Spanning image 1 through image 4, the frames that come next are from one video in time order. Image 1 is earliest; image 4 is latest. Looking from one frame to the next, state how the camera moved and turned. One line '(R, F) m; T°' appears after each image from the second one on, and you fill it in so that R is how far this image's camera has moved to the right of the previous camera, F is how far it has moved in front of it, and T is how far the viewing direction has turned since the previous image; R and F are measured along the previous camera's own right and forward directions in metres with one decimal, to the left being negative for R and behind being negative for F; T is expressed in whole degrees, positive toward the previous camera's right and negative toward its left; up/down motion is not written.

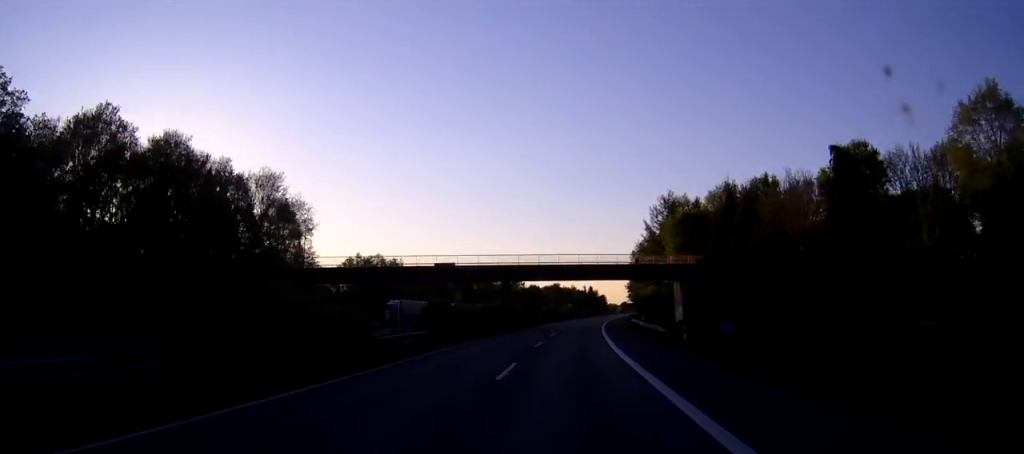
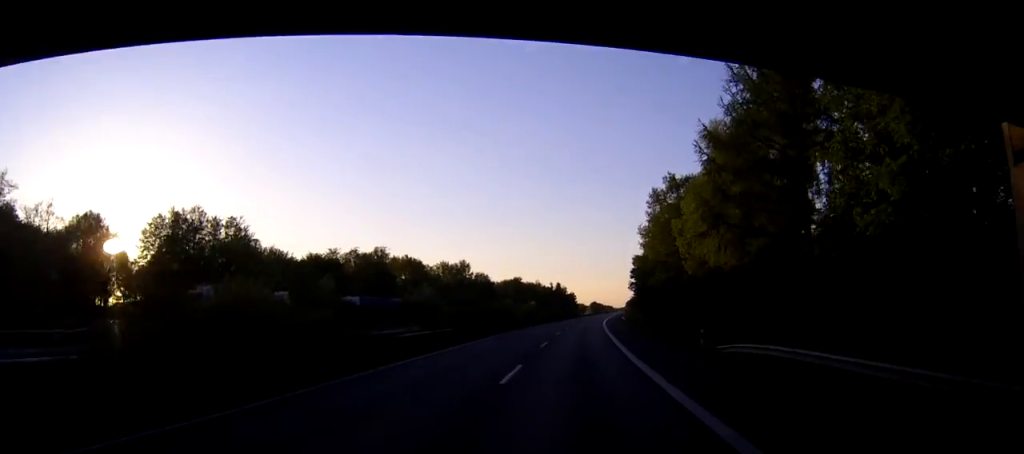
(+1.6, +72.3) m; +3°
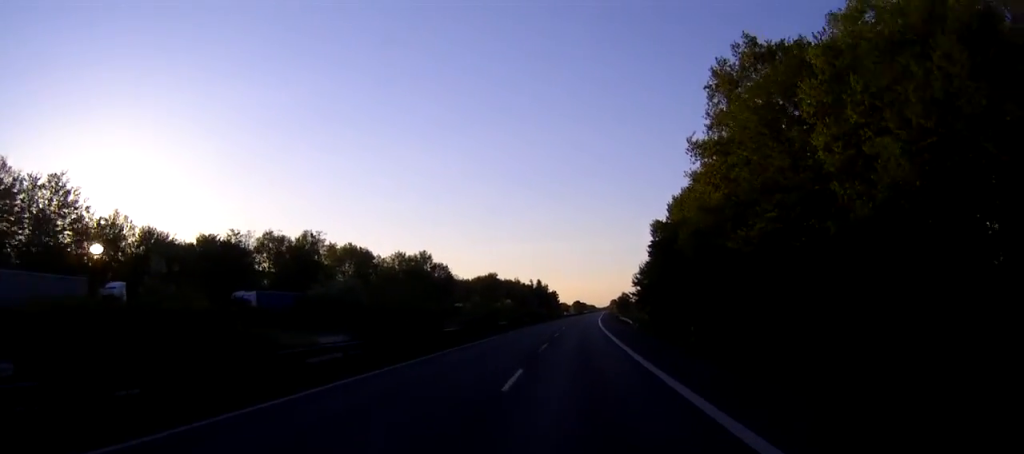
(+0.6, +37.2) m; +2°
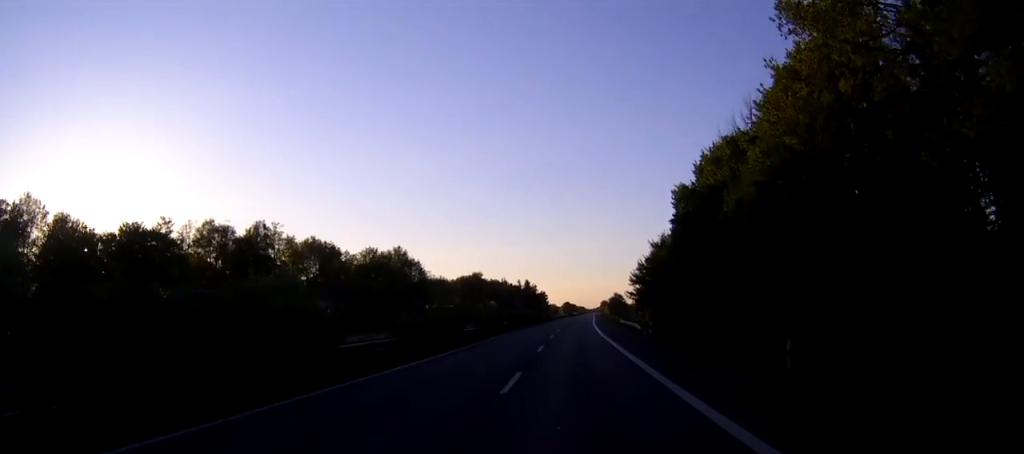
(+0.1, +17.8) m; +1°
